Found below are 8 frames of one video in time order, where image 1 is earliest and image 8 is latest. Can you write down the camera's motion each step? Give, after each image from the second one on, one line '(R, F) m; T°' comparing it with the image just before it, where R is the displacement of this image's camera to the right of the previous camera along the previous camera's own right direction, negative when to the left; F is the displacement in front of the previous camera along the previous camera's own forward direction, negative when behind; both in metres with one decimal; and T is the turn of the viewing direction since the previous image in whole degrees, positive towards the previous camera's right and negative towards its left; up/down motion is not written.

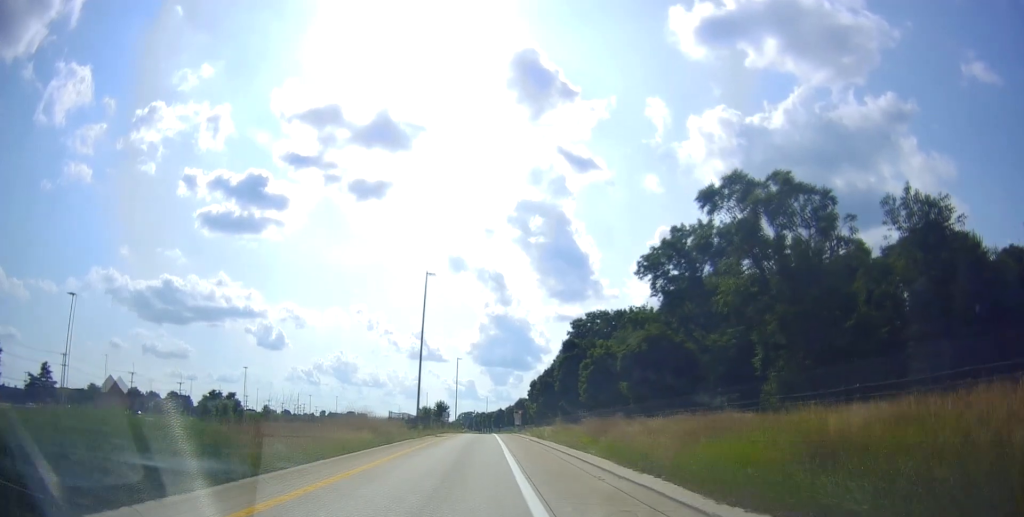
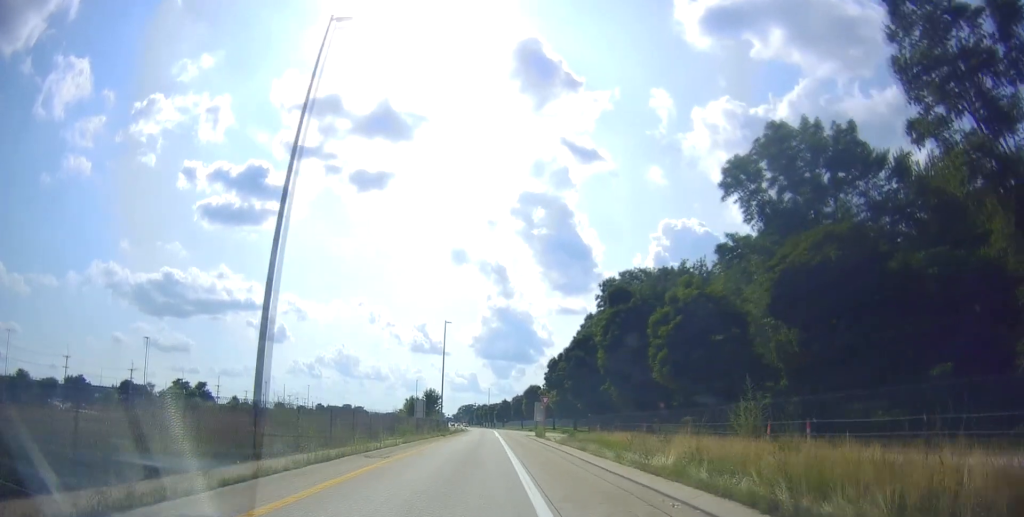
(0.0, +33.7) m; -1°
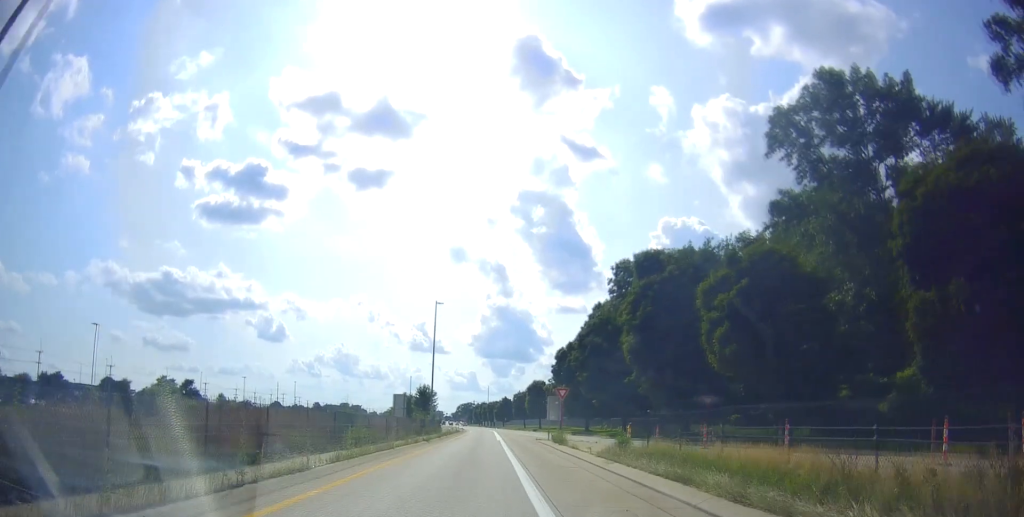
(-0.1, +11.4) m; -1°
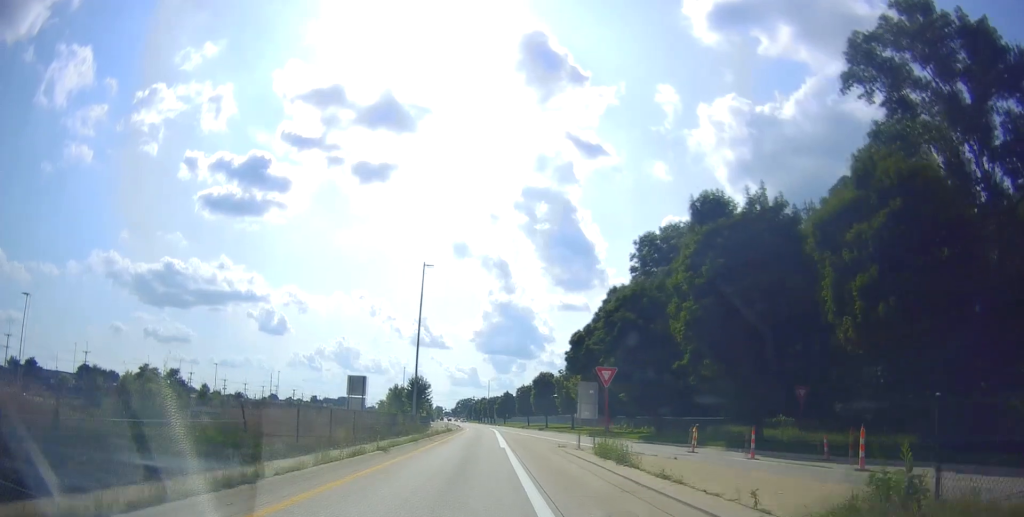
(-0.4, +13.1) m; 0°
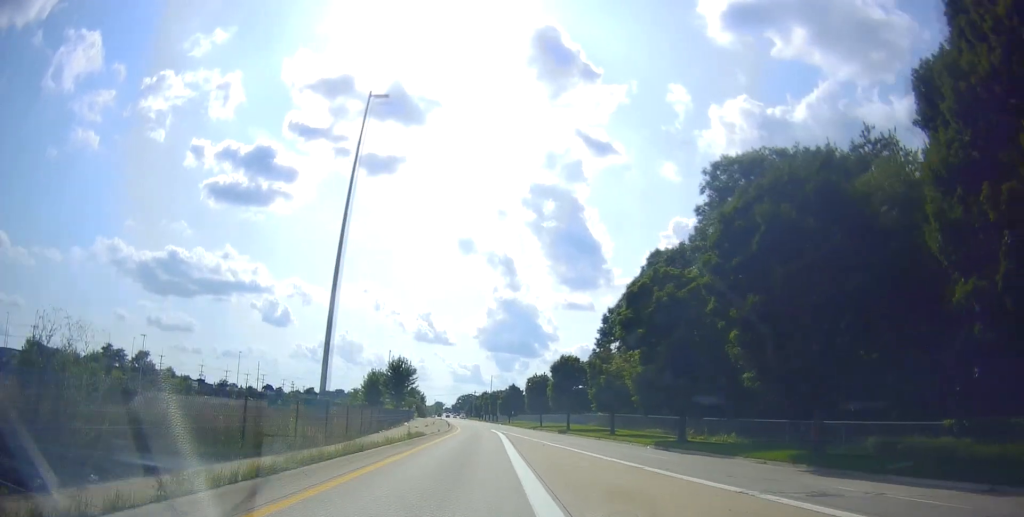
(+0.2, +25.0) m; 0°
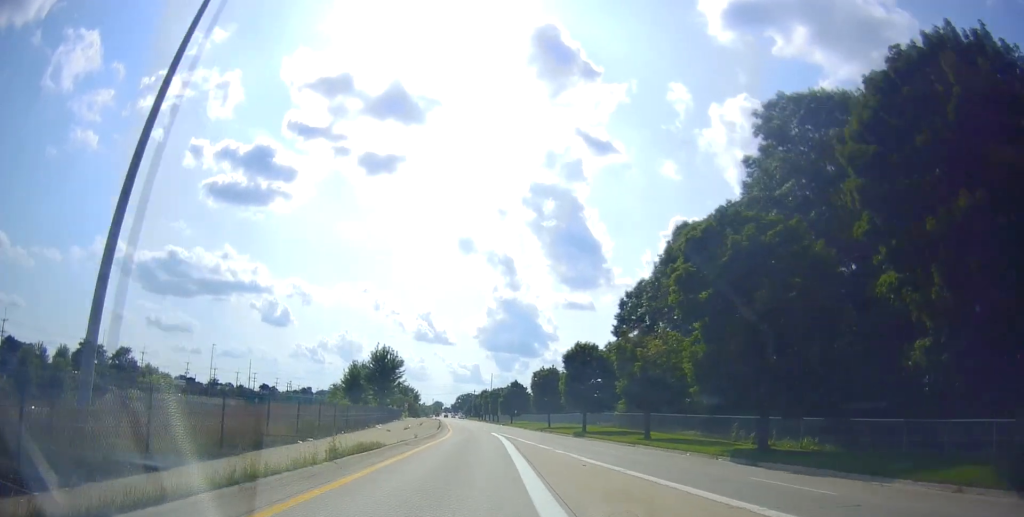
(-0.1, +12.5) m; +1°
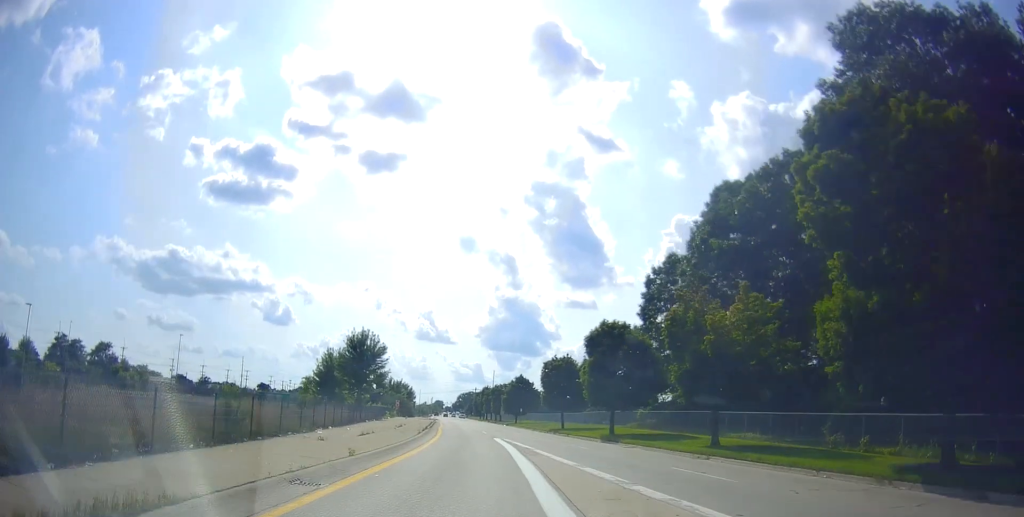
(+0.3, +13.2) m; +1°
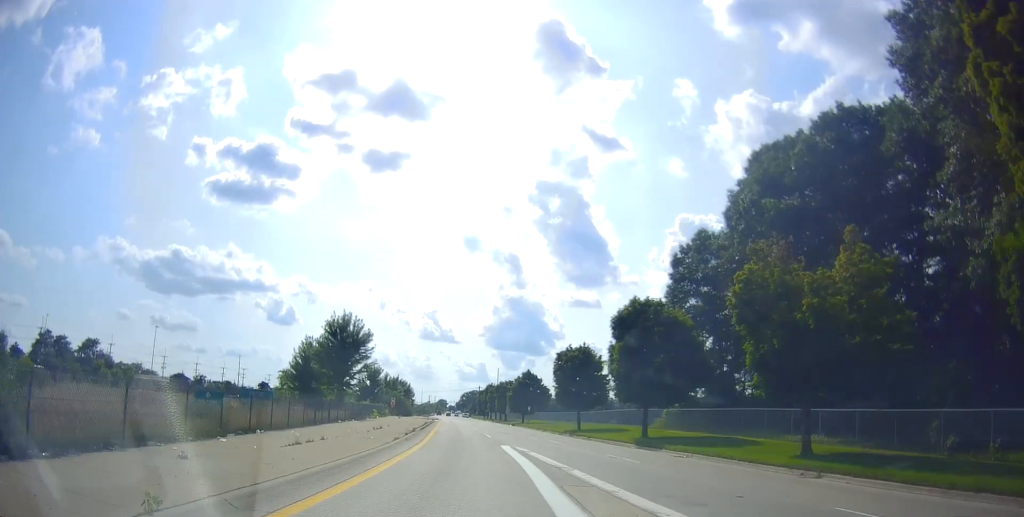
(0.0, +9.2) m; -1°
